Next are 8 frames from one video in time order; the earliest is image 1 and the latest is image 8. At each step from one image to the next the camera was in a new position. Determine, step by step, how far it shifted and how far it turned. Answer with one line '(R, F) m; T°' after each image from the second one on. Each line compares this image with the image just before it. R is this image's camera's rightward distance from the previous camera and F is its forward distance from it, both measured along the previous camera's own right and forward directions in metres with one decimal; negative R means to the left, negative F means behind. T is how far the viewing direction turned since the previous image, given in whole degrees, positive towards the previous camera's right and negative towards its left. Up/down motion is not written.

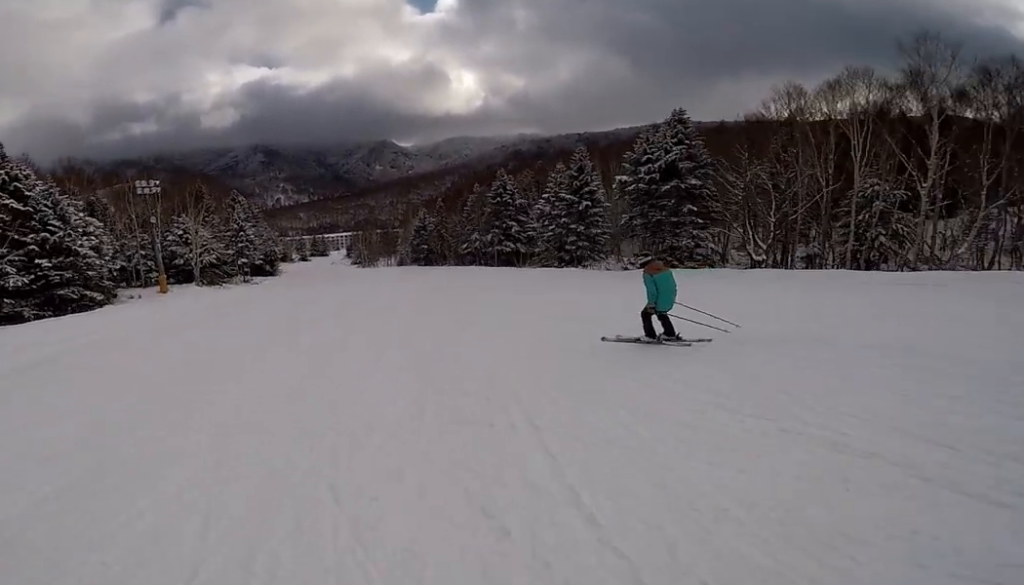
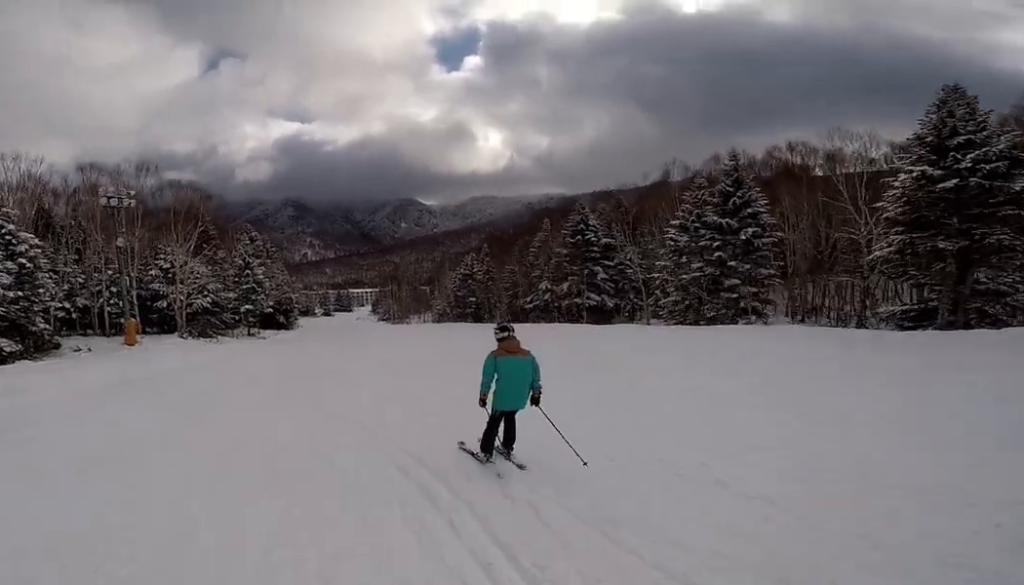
(+0.9, +13.7) m; +4°
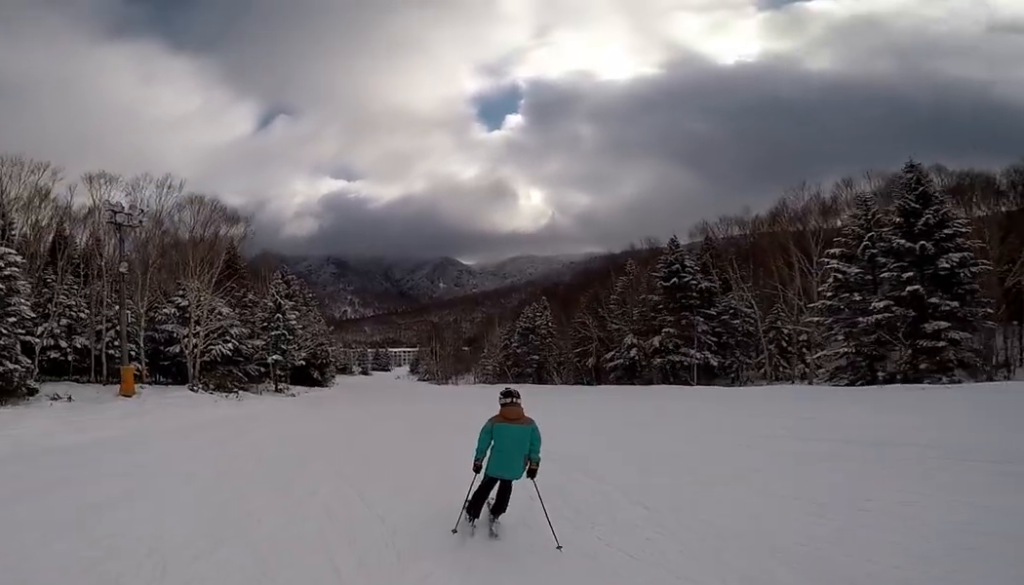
(-0.1, +7.5) m; +1°
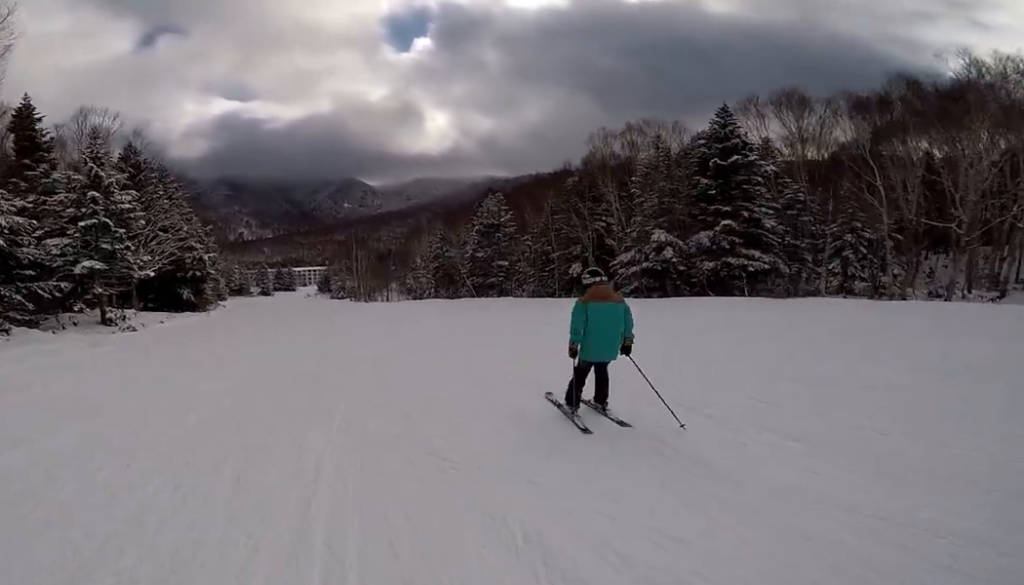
(+0.1, +15.4) m; +2°
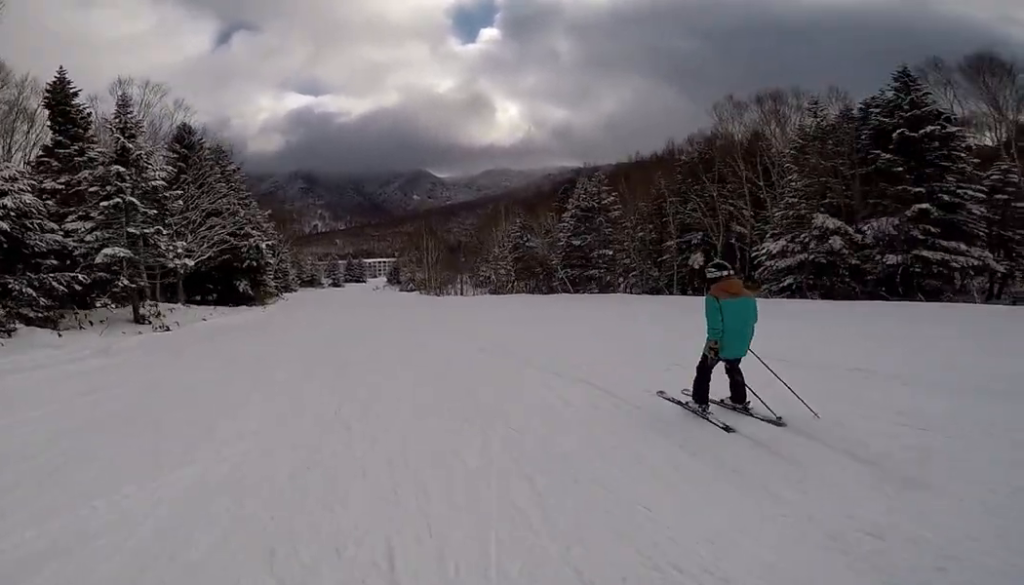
(+0.1, +4.9) m; +1°
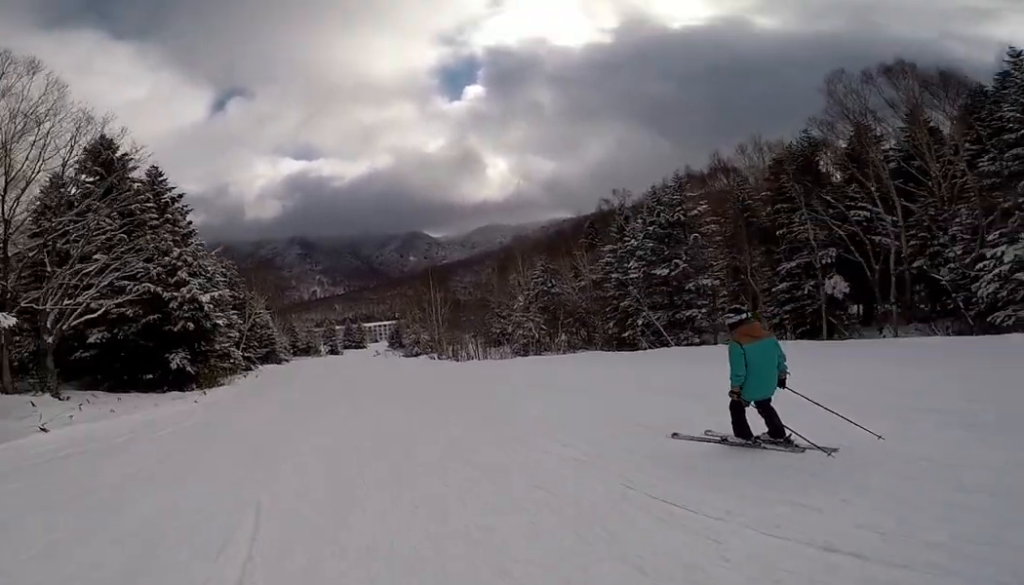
(0.0, +10.6) m; 0°
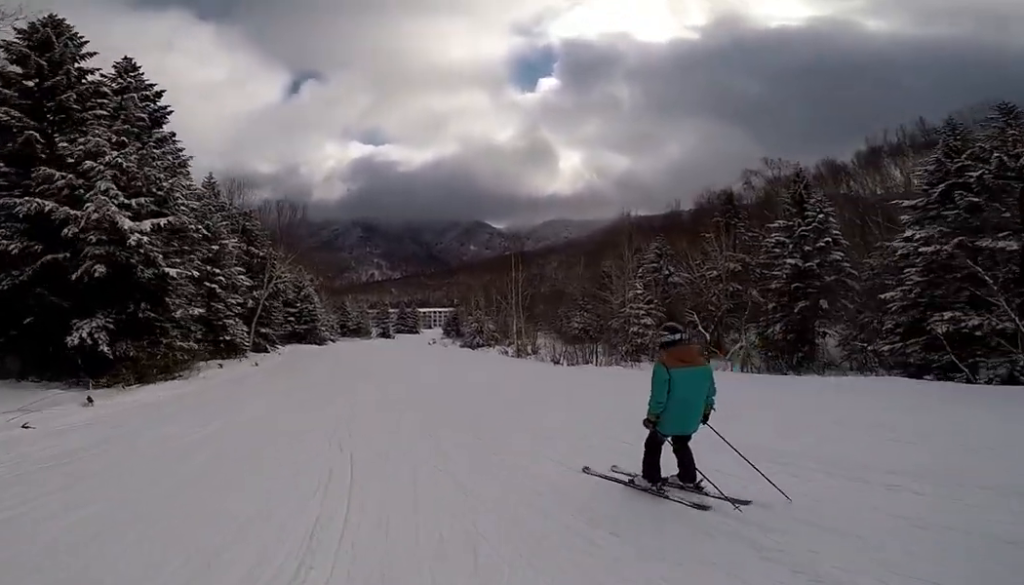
(0.0, +10.5) m; -3°
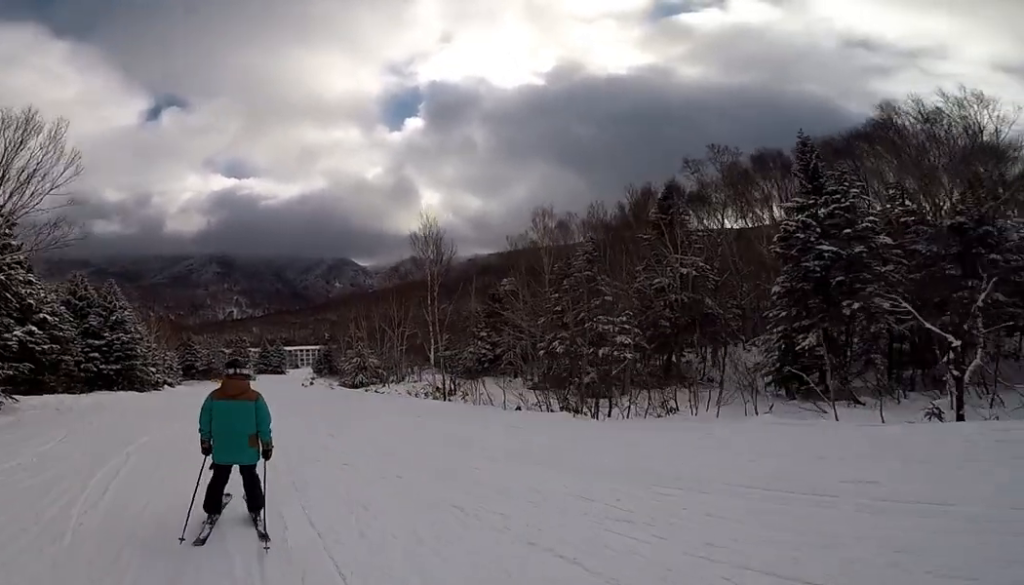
(-0.4, +12.8) m; 0°
